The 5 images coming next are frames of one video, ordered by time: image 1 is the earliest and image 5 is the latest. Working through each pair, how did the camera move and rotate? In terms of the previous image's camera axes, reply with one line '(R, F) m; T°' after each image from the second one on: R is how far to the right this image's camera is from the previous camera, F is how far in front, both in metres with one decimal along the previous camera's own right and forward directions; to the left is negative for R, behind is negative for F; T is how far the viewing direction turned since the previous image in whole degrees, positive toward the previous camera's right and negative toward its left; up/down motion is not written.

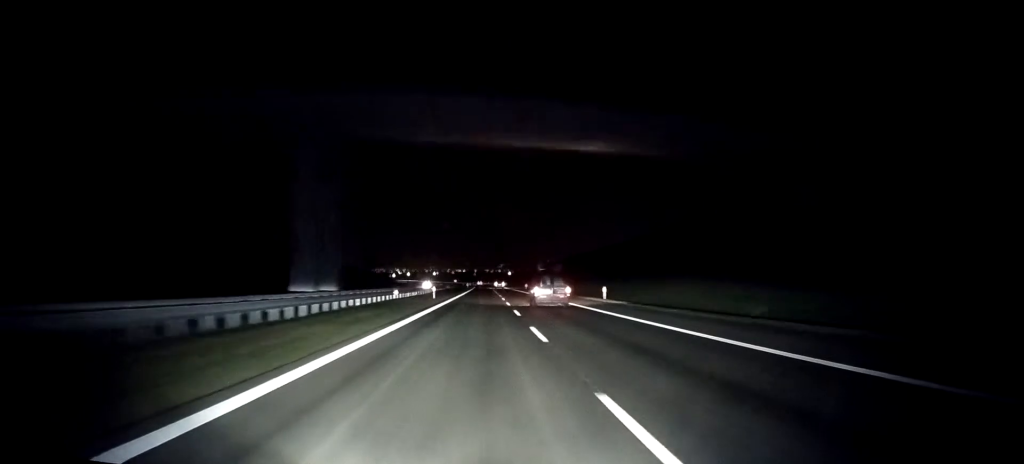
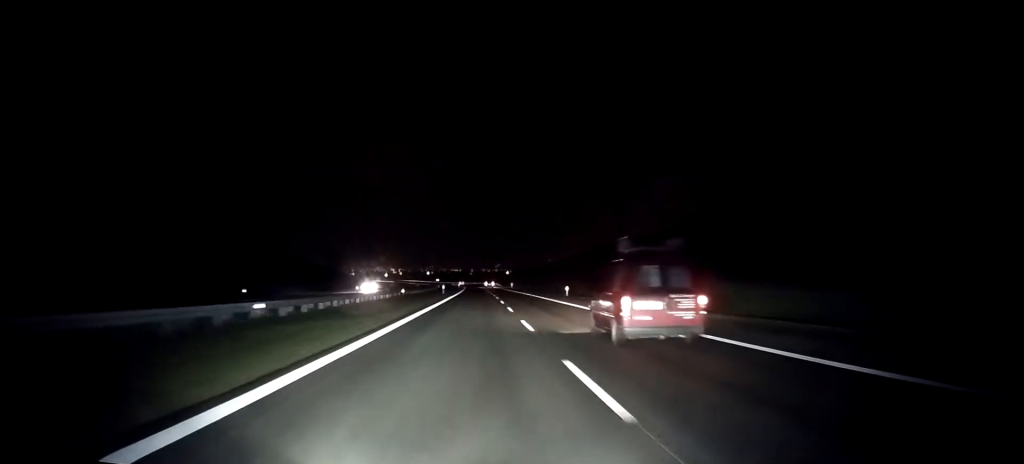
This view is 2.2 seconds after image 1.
(-0.3, +80.7) m; 0°
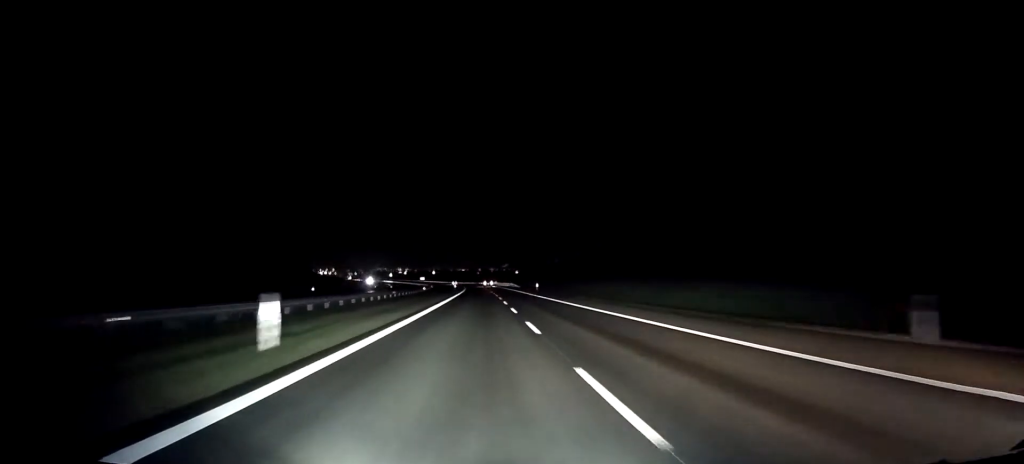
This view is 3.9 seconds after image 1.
(-0.1, +60.8) m; 0°
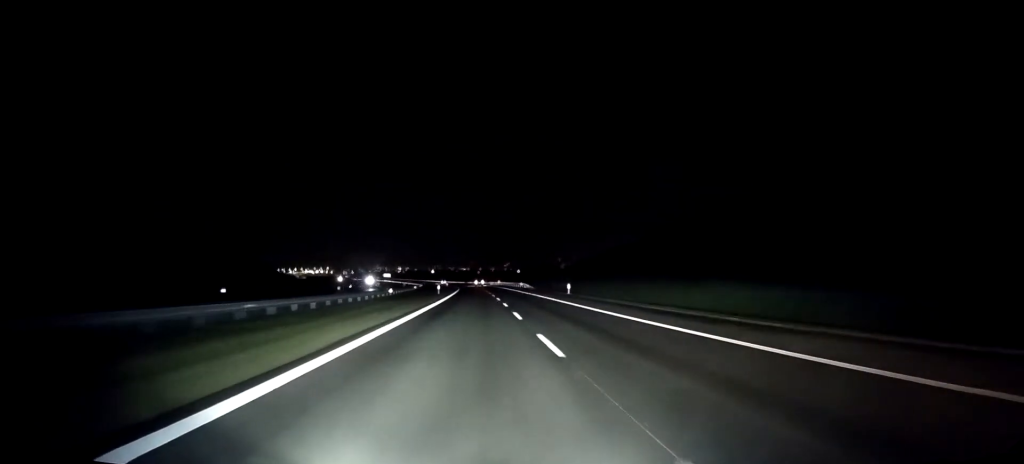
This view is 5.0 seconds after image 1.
(-0.1, +41.2) m; 0°
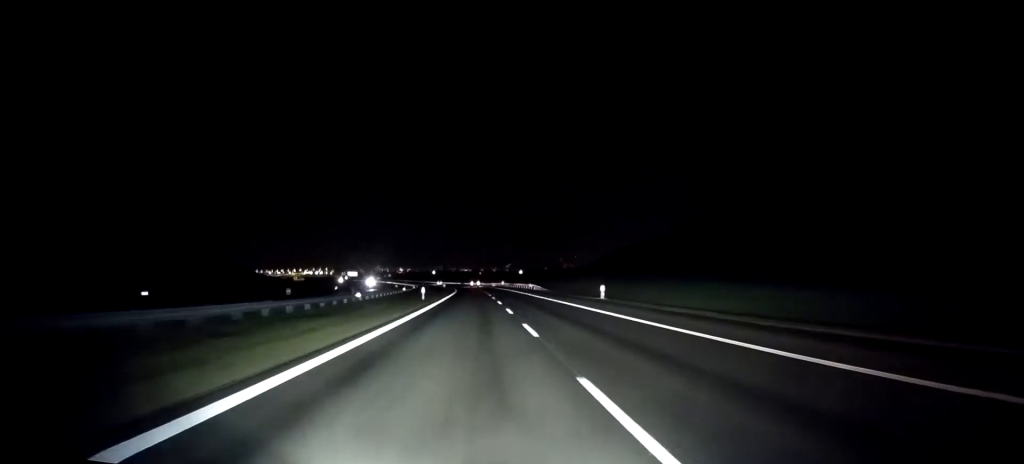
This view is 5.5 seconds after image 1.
(+0.1, +19.5) m; 0°
